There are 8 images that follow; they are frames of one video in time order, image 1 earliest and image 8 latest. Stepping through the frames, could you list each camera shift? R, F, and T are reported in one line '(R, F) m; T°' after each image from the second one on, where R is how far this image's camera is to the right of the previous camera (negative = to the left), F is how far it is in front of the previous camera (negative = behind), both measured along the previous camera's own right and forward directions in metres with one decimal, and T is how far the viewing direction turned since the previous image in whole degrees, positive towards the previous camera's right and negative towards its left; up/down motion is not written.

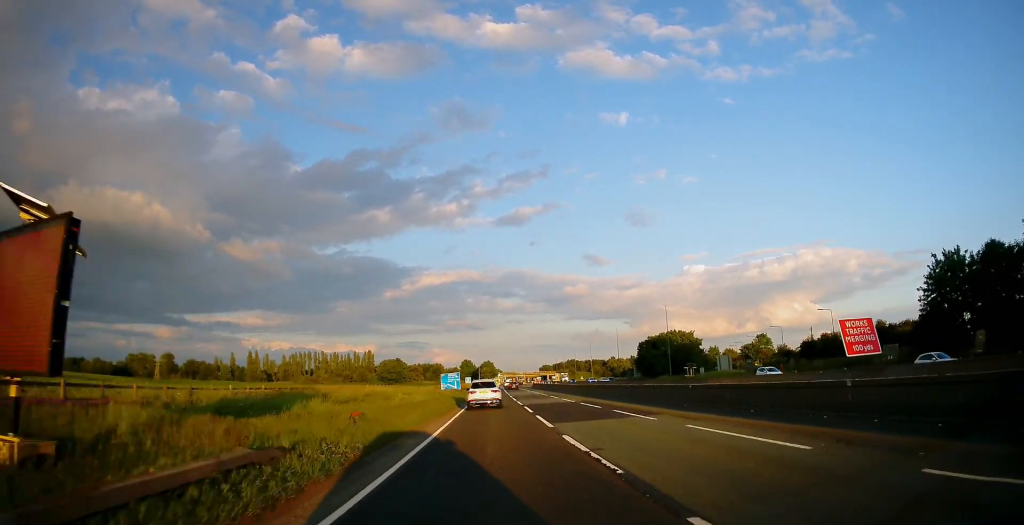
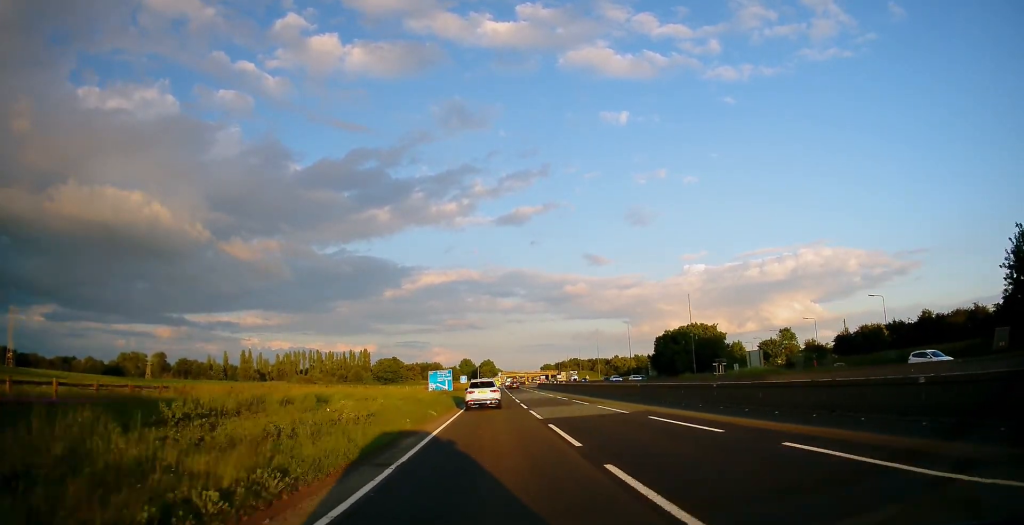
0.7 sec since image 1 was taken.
(+0.1, +14.5) m; 0°
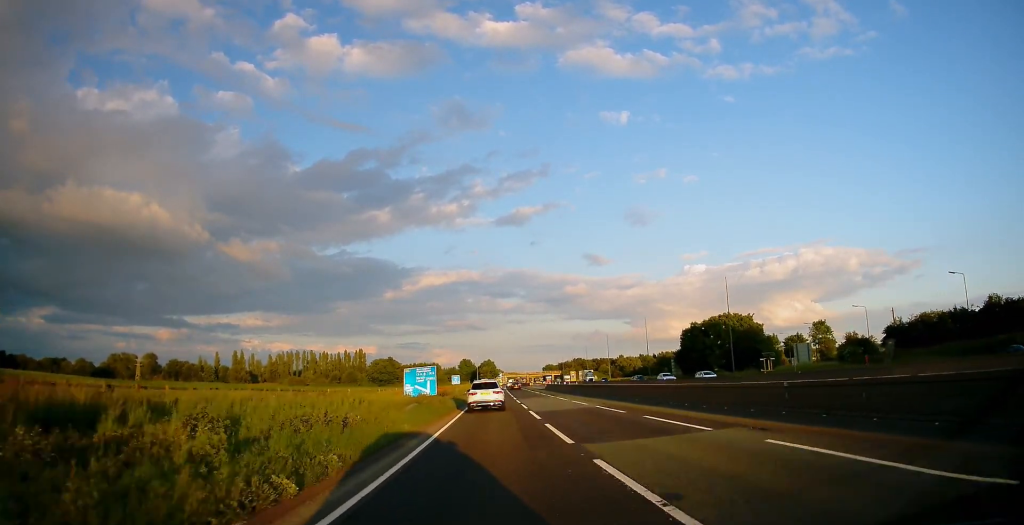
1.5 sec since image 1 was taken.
(-0.3, +17.3) m; 0°
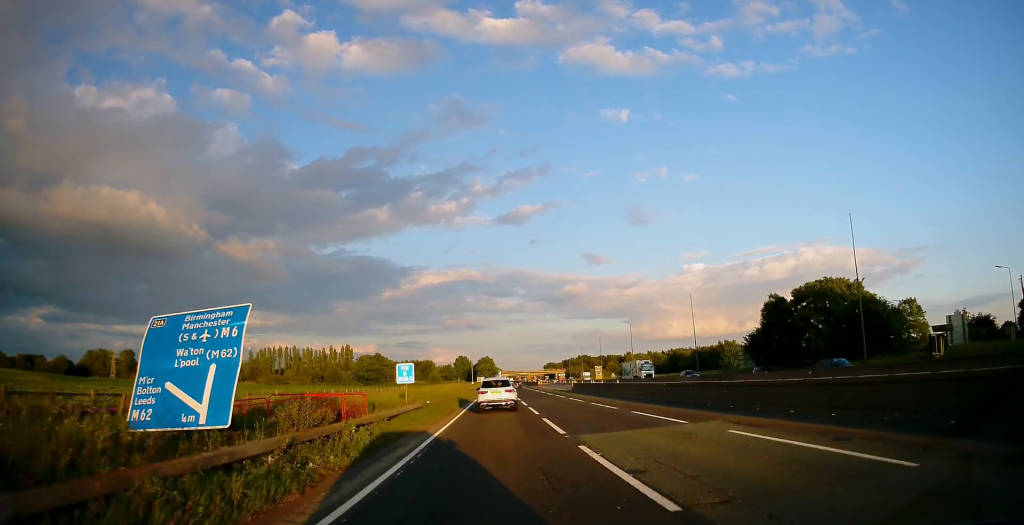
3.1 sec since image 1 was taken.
(+0.1, +34.1) m; 0°
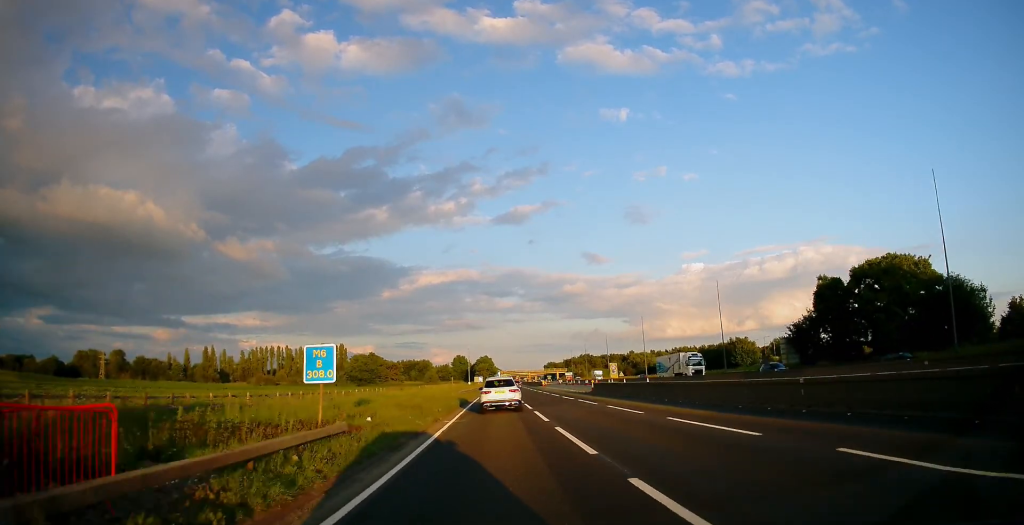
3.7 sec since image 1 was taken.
(-0.1, +13.4) m; 0°
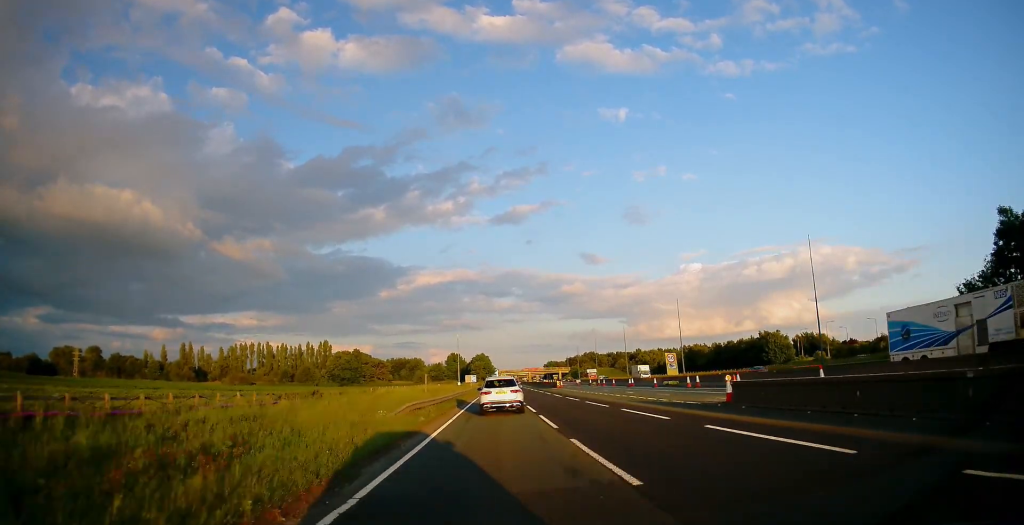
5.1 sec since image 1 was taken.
(+0.2, +30.3) m; 0°
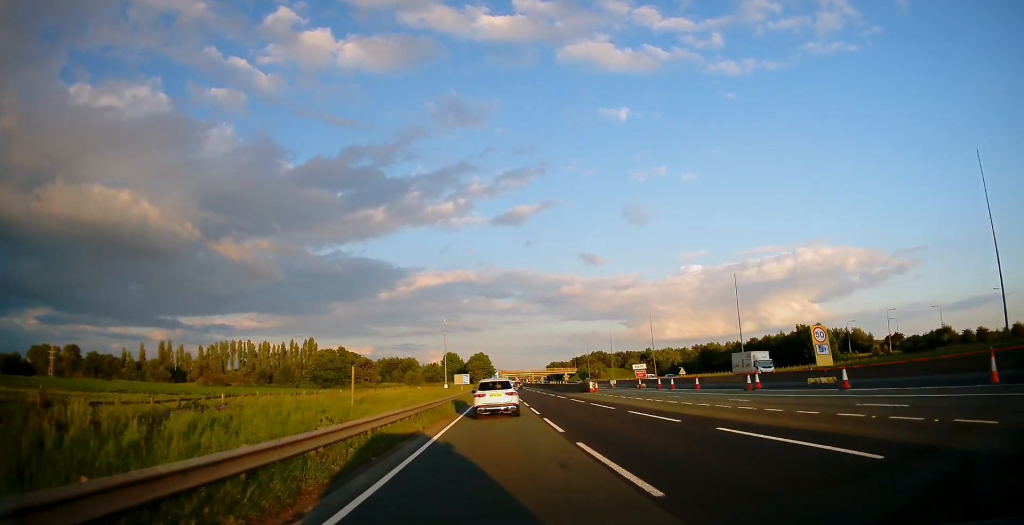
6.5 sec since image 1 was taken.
(+0.1, +28.2) m; +1°
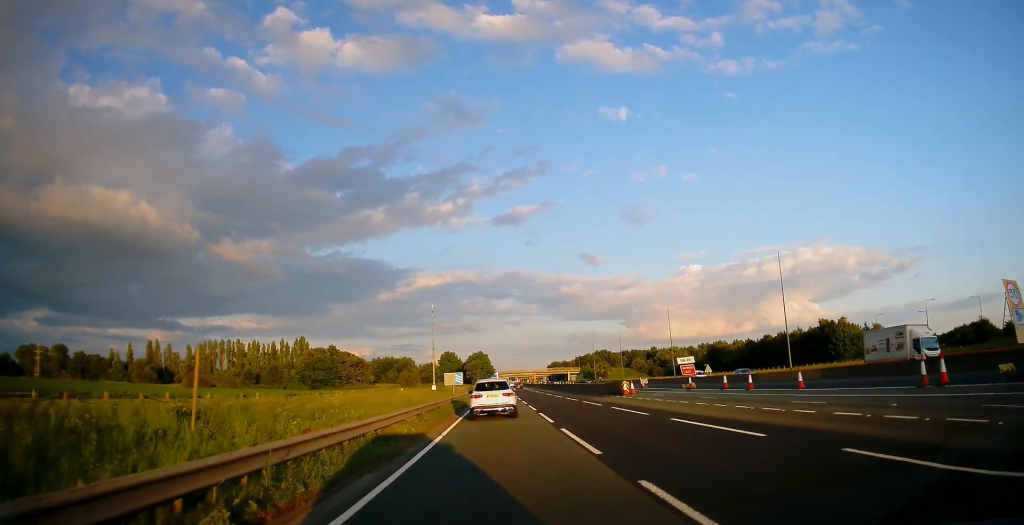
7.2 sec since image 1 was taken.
(+0.3, +14.7) m; 0°
